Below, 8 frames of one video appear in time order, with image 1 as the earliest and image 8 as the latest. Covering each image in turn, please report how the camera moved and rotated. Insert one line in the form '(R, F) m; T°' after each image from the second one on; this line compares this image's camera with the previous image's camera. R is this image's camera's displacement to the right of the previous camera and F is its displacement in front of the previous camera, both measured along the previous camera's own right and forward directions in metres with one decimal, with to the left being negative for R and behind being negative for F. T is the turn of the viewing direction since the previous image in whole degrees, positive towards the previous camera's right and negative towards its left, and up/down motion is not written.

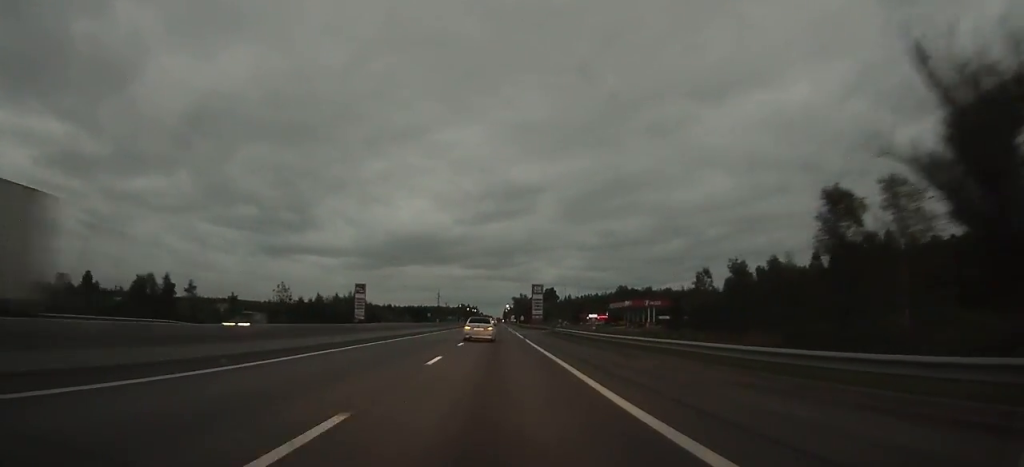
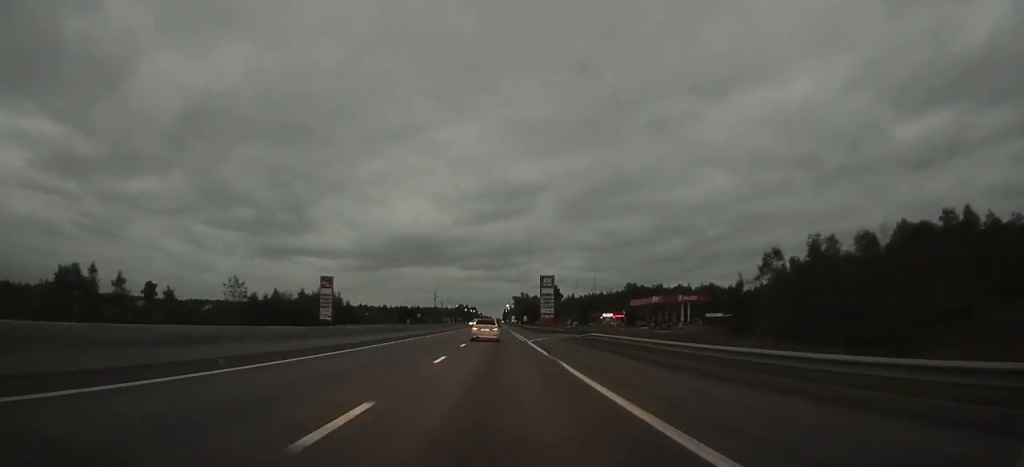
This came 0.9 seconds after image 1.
(0.0, +23.0) m; 0°
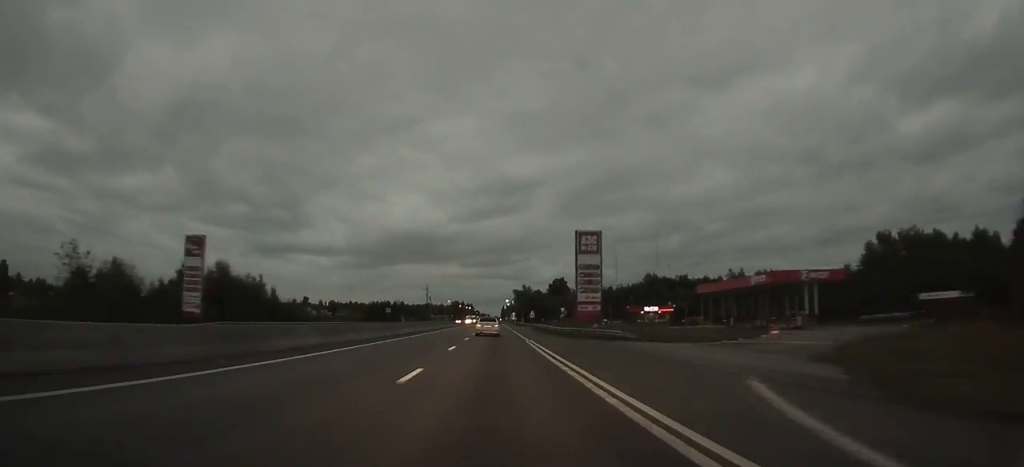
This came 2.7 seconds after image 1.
(0.0, +42.3) m; 0°
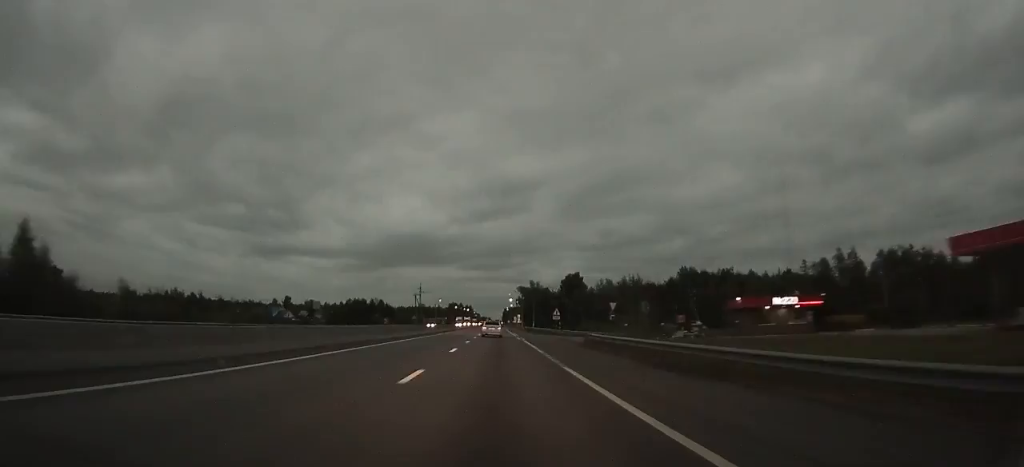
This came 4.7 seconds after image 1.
(0.0, +48.3) m; 0°
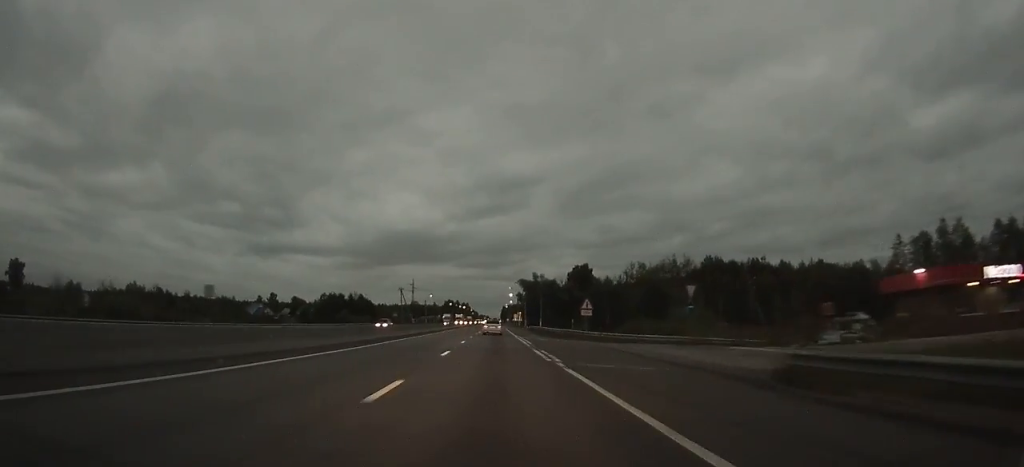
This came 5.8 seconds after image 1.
(0.0, +27.1) m; 0°
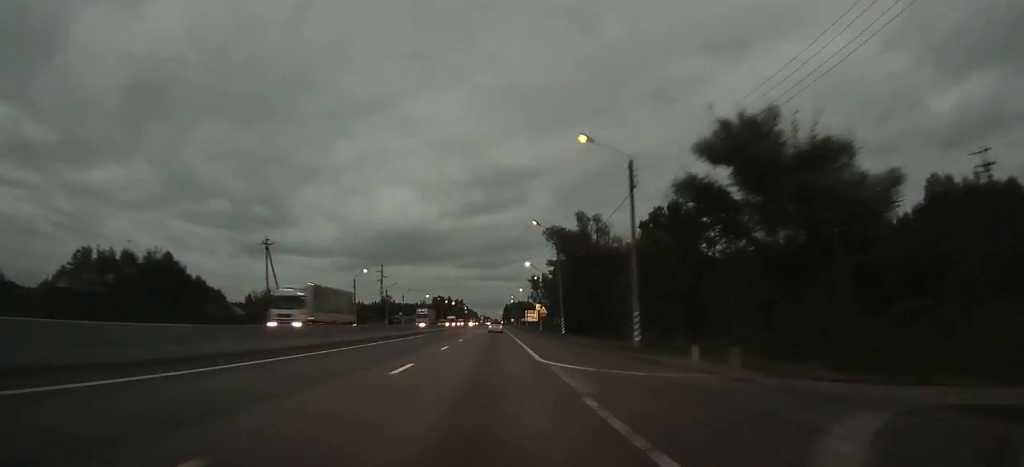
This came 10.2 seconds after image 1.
(+0.1, +104.1) m; 0°
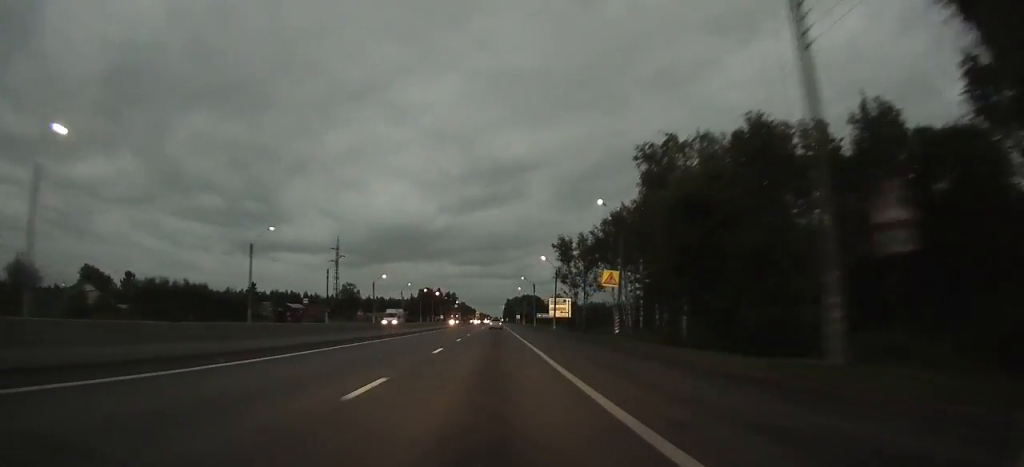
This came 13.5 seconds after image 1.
(-0.3, +76.7) m; 0°
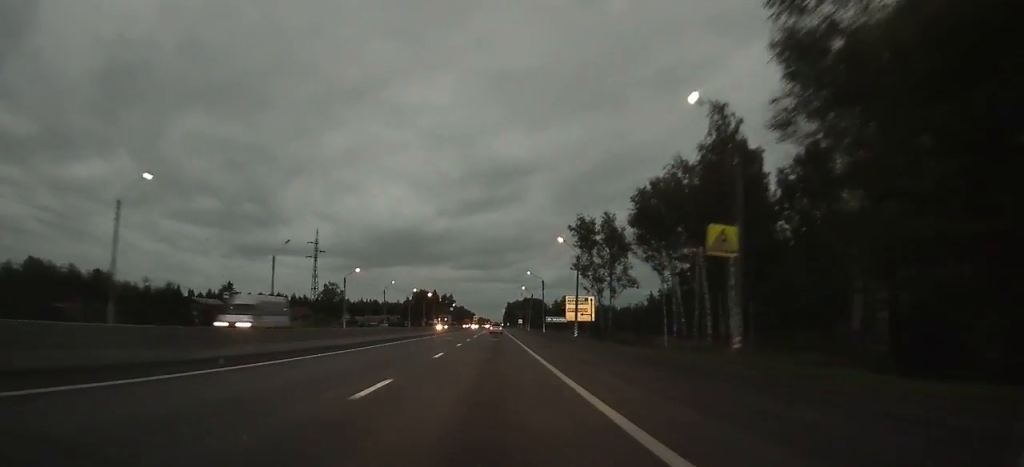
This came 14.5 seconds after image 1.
(0.0, +23.4) m; 0°
